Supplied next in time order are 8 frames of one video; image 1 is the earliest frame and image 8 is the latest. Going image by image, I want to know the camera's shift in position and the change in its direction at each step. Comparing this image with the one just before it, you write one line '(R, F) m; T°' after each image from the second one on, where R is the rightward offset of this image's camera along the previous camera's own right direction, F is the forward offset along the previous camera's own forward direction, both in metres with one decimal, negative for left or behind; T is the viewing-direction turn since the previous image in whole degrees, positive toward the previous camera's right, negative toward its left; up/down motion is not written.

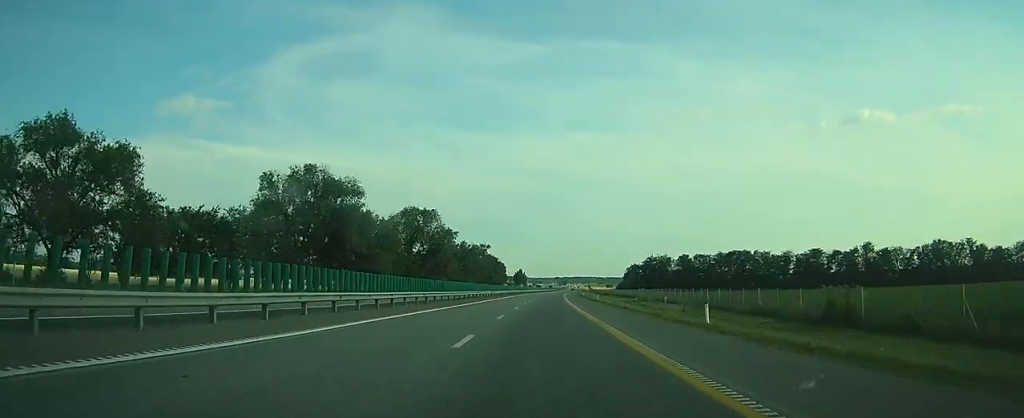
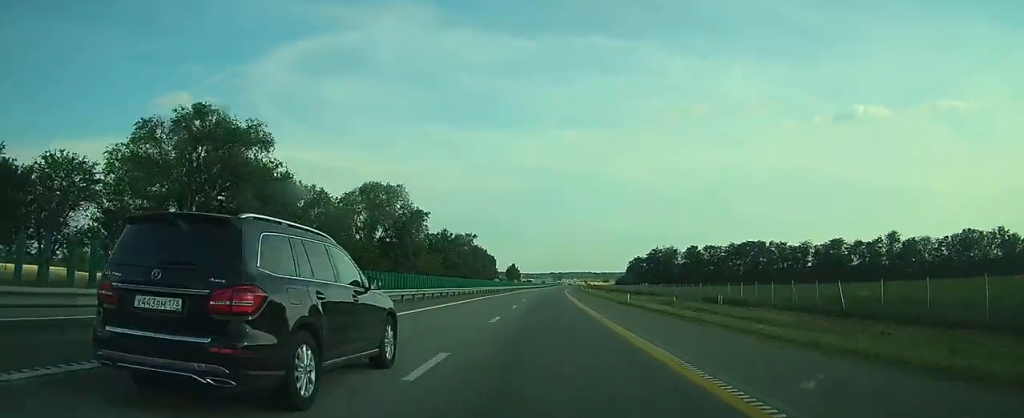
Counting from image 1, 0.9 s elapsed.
(+0.2, +28.1) m; +1°
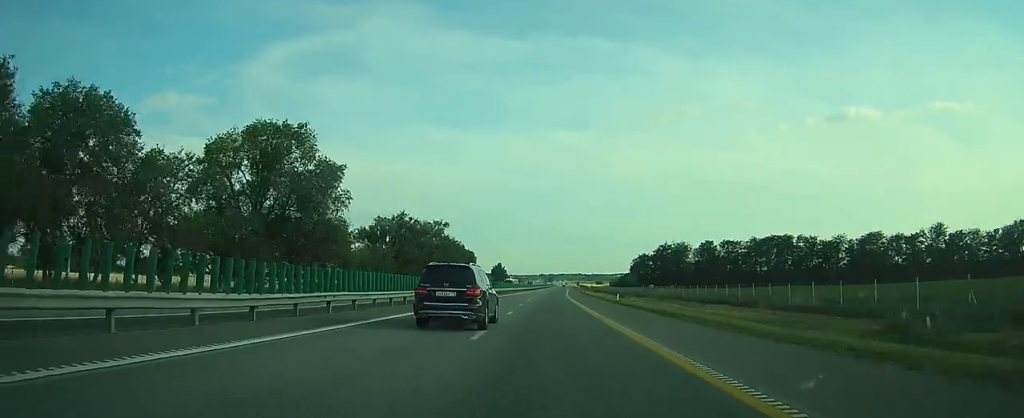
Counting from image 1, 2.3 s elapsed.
(+0.4, +41.5) m; +1°
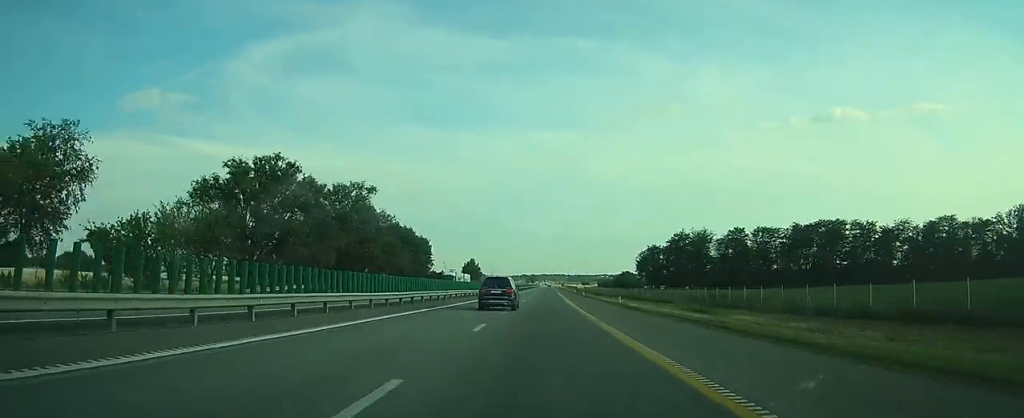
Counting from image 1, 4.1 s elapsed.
(+0.7, +56.4) m; +1°
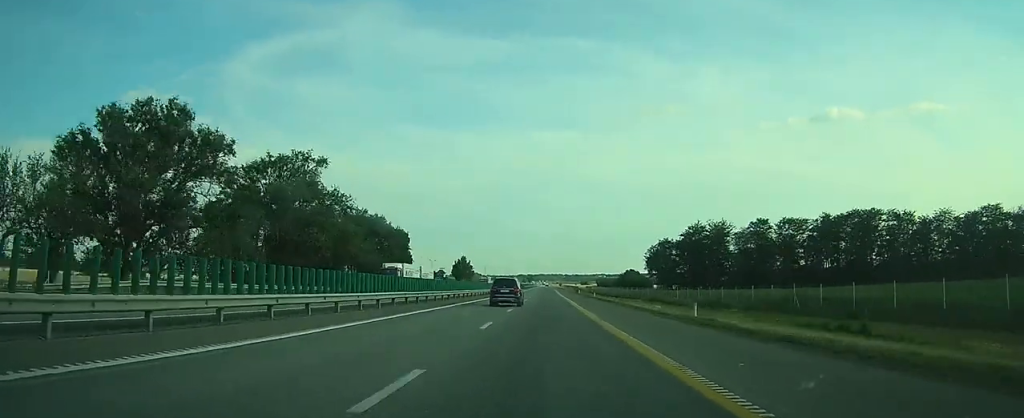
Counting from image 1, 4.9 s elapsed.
(+0.1, +22.7) m; 0°
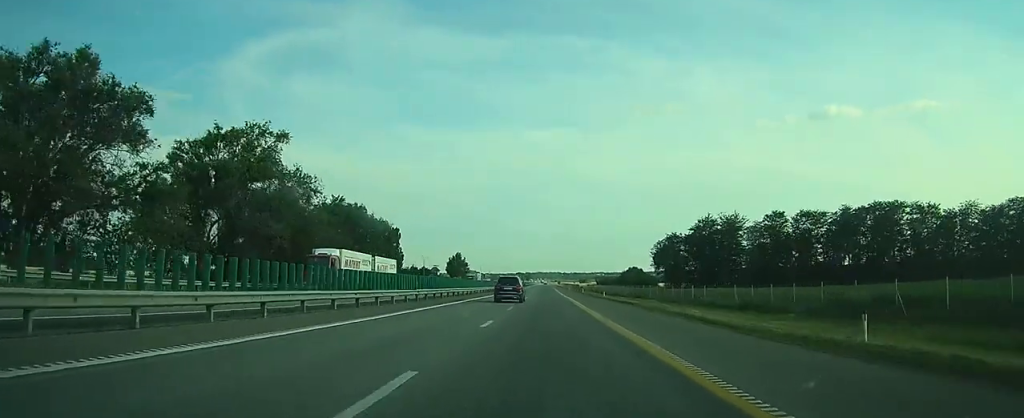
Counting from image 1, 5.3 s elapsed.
(0.0, +12.4) m; 0°
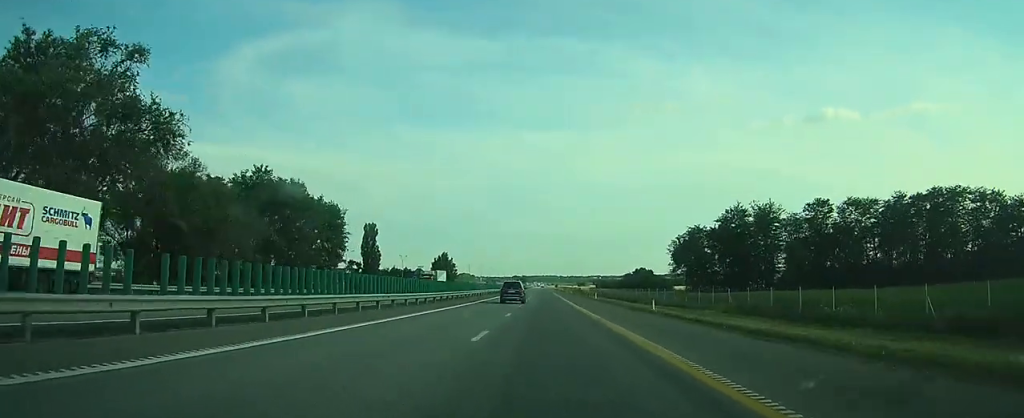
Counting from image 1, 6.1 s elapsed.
(+0.1, +27.0) m; +1°
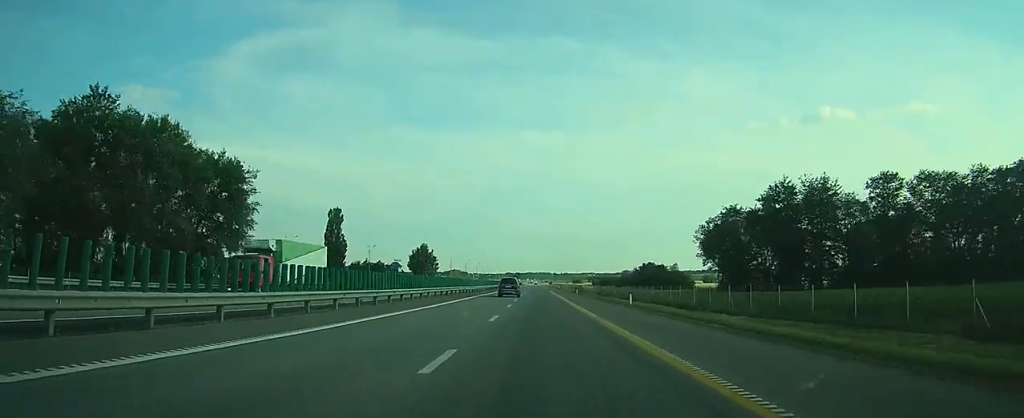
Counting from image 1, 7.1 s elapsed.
(+0.2, +29.2) m; +1°
